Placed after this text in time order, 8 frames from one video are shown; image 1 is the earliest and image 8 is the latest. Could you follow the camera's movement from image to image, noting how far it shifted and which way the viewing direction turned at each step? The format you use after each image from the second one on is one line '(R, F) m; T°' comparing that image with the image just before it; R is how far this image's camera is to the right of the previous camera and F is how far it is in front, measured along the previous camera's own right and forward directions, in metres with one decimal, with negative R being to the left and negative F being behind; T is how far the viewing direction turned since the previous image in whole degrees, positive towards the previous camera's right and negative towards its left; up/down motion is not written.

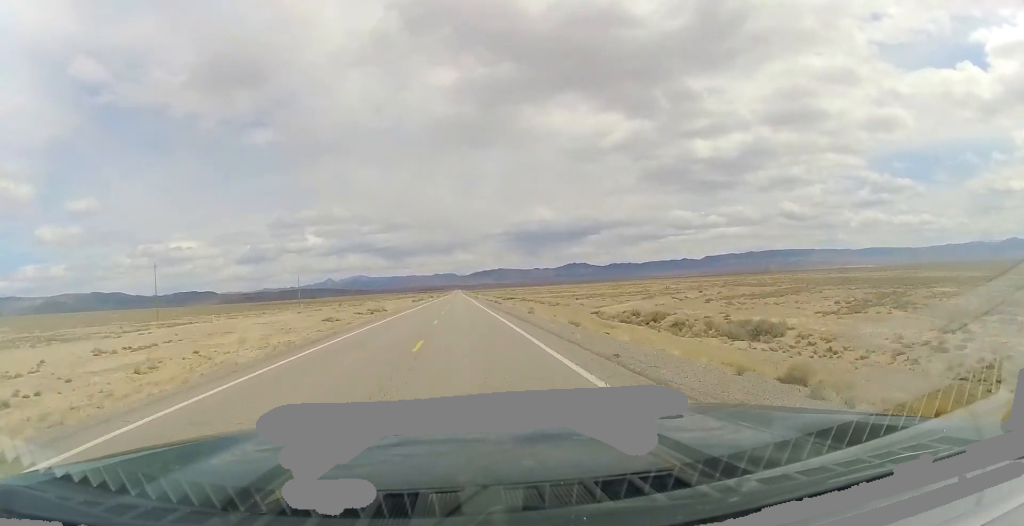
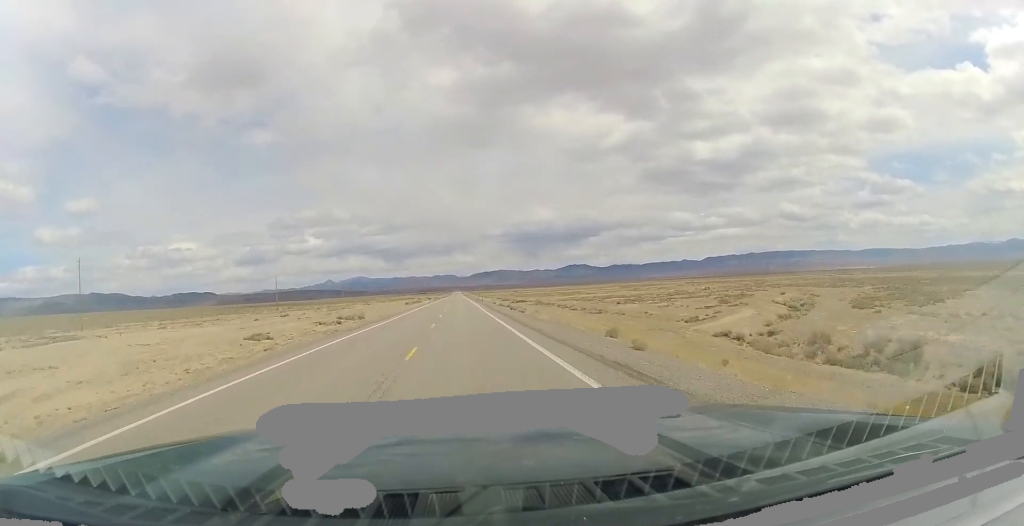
(0.0, +25.9) m; 0°
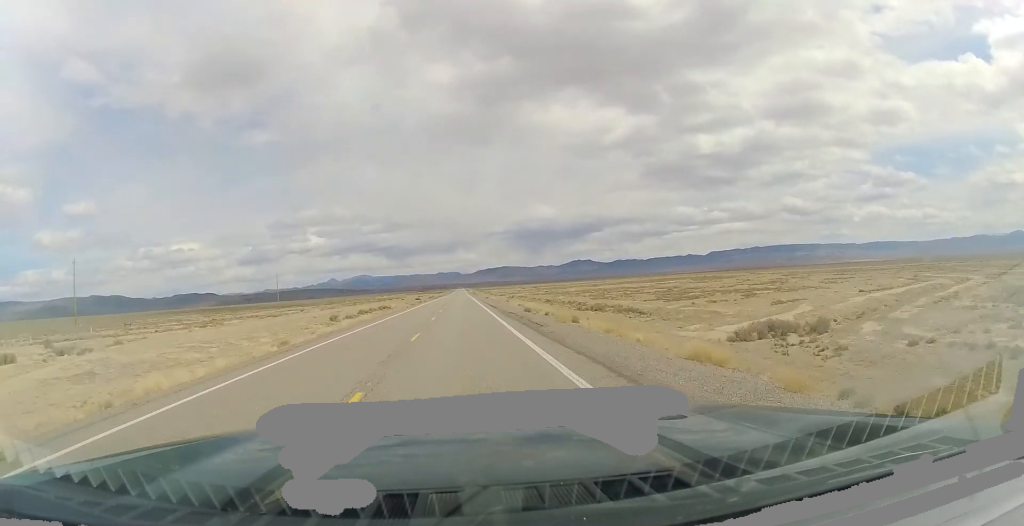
(-0.1, +106.0) m; 0°
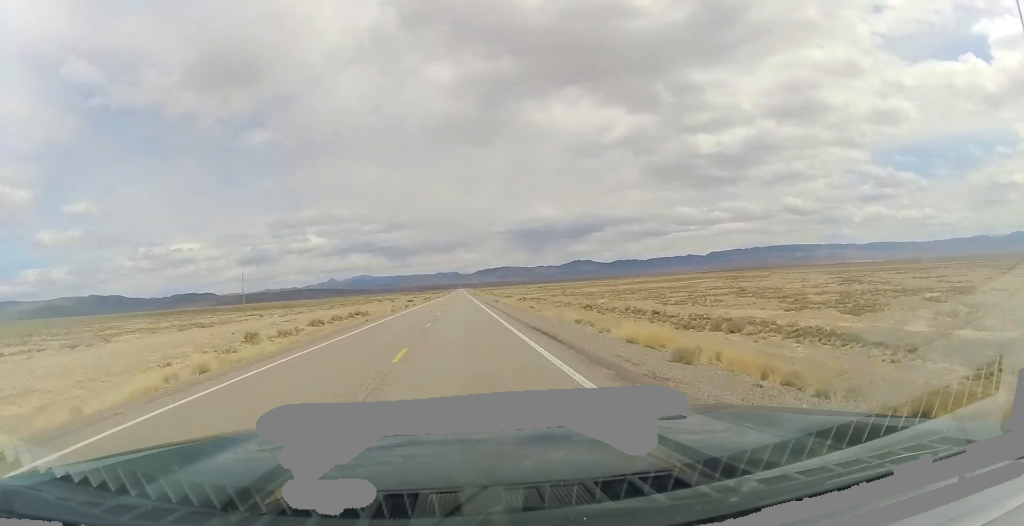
(0.0, +29.8) m; 0°
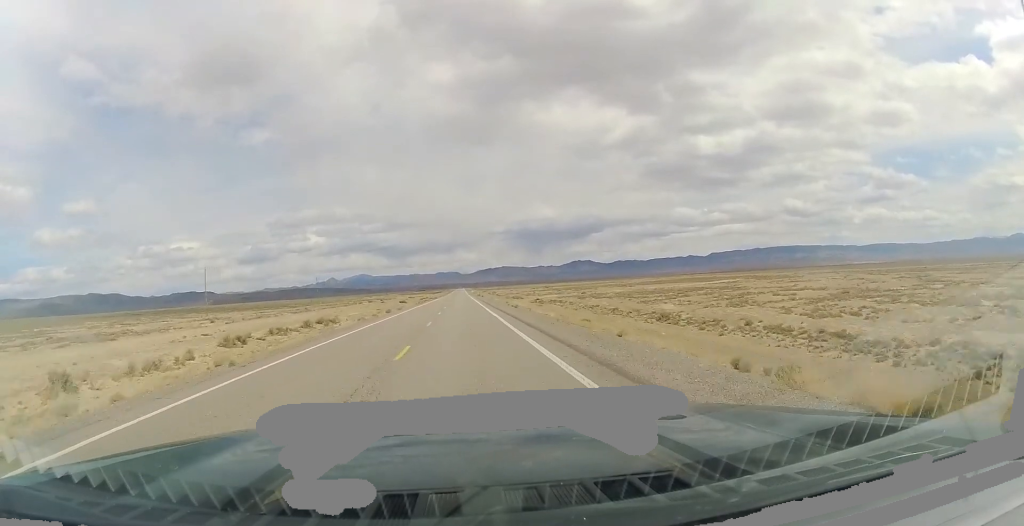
(-0.3, +24.2) m; 0°
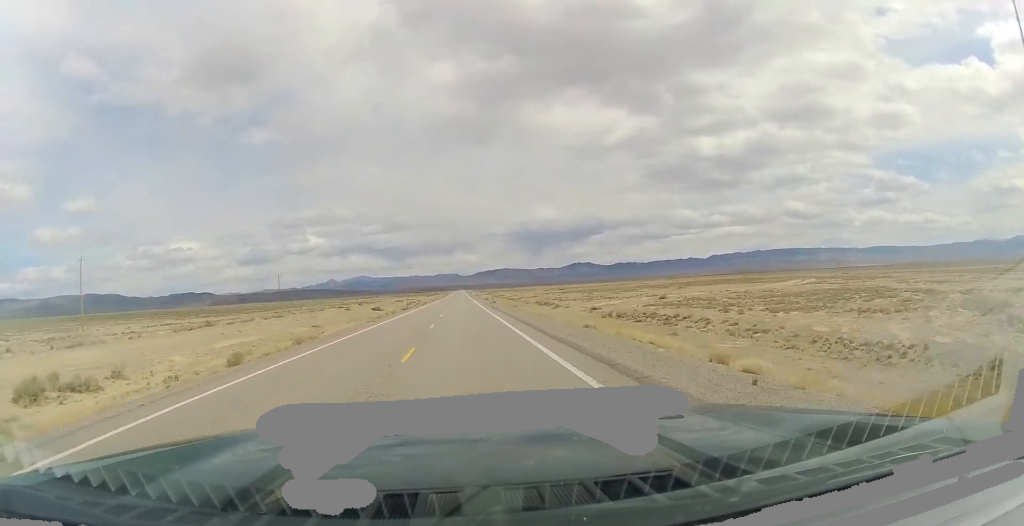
(+0.3, +49.3) m; 0°
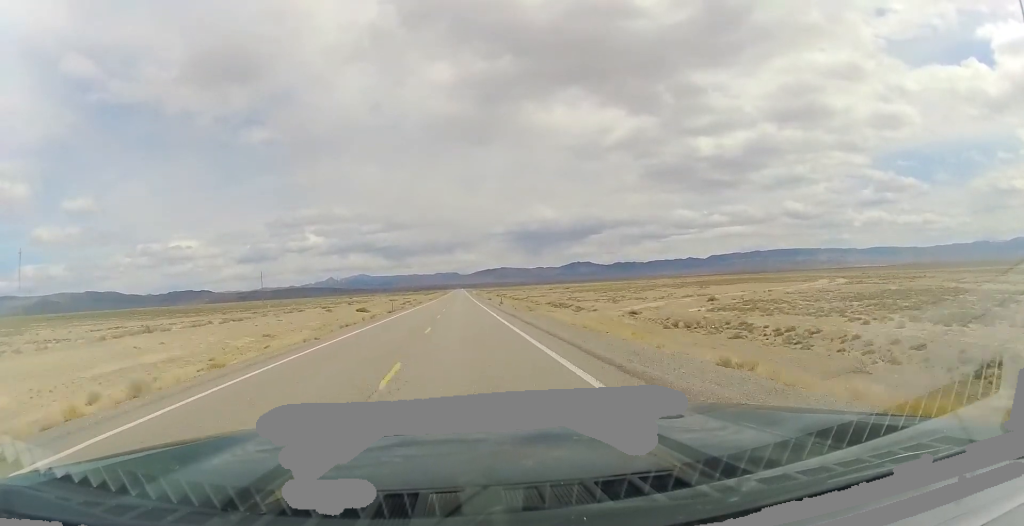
(-0.2, +15.9) m; 0°
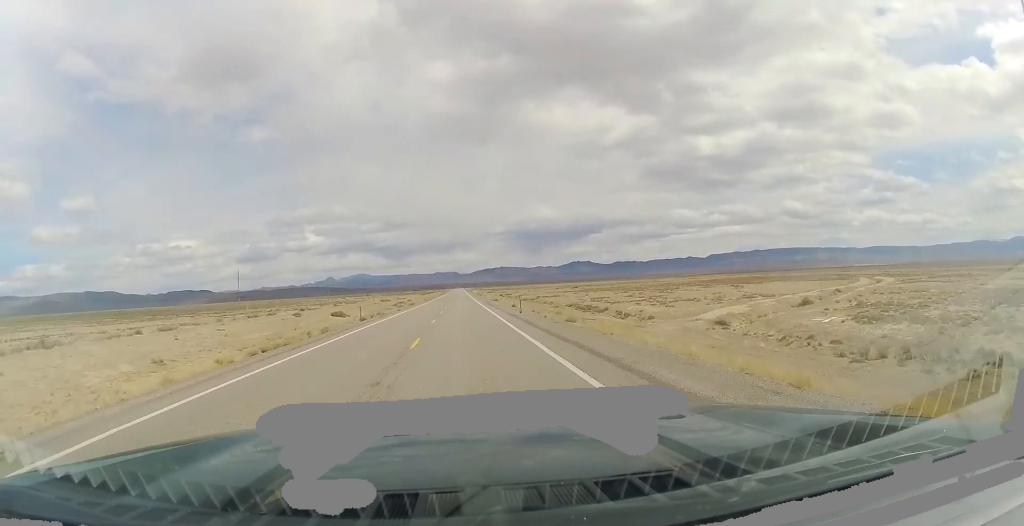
(-0.2, +18.6) m; 0°
